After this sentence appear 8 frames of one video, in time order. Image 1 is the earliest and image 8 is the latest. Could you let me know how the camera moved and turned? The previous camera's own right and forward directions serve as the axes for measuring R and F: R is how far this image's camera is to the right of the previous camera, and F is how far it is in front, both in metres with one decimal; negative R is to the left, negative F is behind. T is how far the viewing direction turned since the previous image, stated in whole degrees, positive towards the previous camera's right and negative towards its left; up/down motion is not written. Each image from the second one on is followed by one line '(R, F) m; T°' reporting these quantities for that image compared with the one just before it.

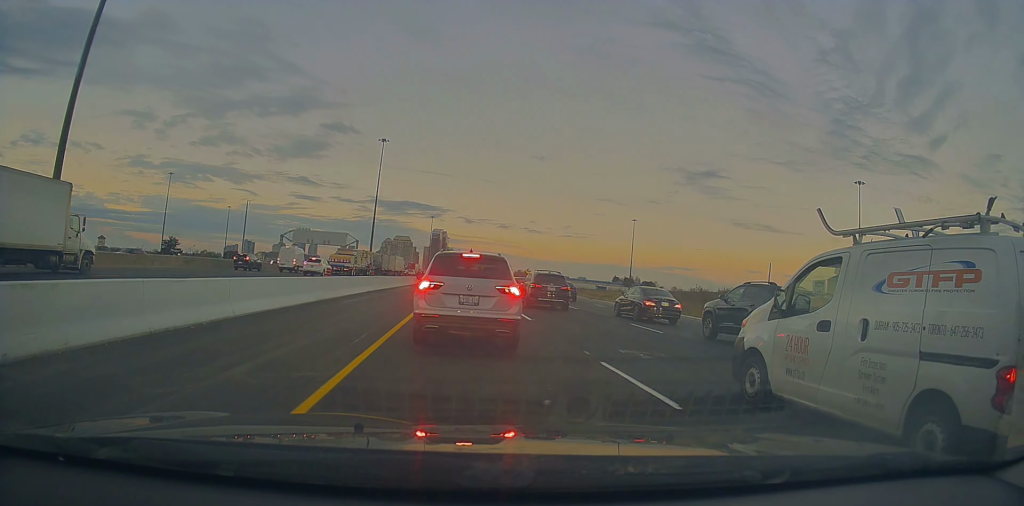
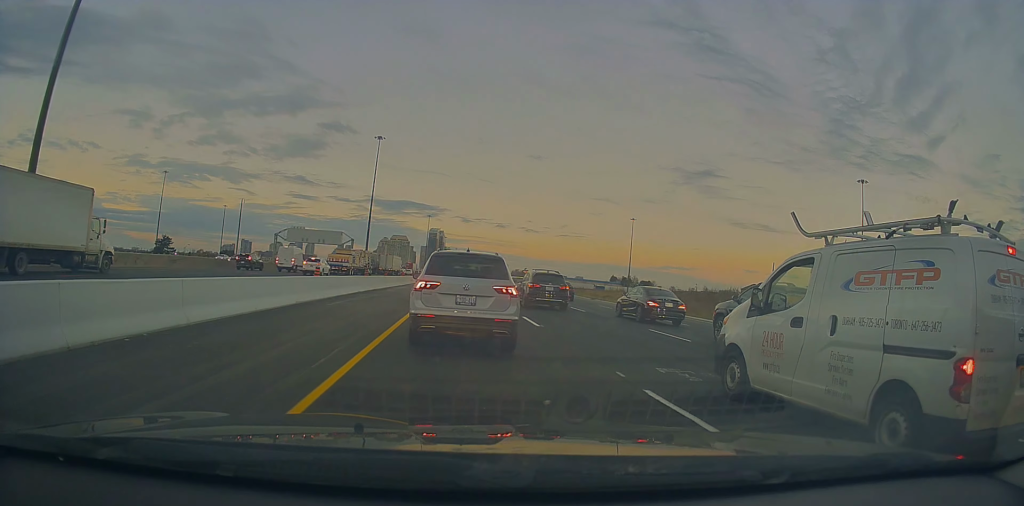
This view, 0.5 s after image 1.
(0.0, +2.4) m; +3°
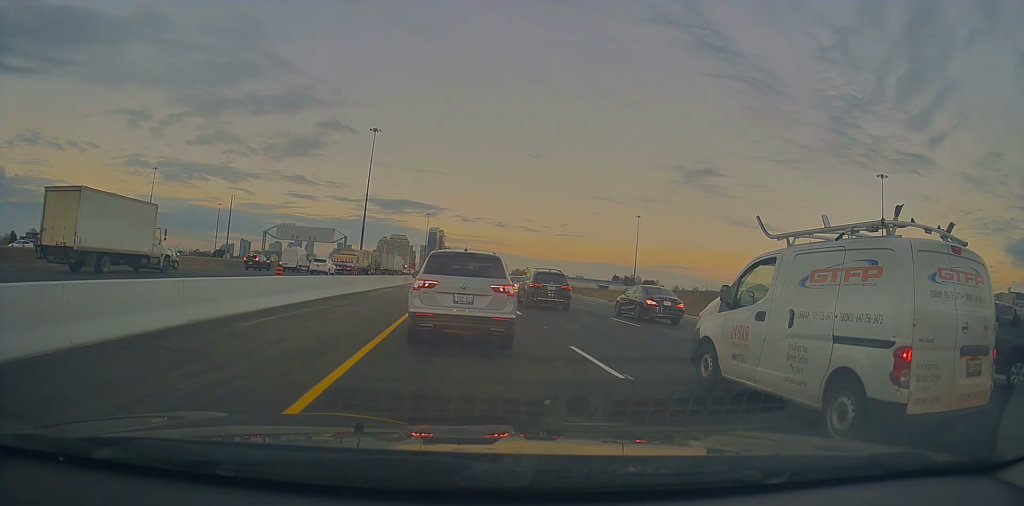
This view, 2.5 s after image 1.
(+0.2, +8.6) m; -1°
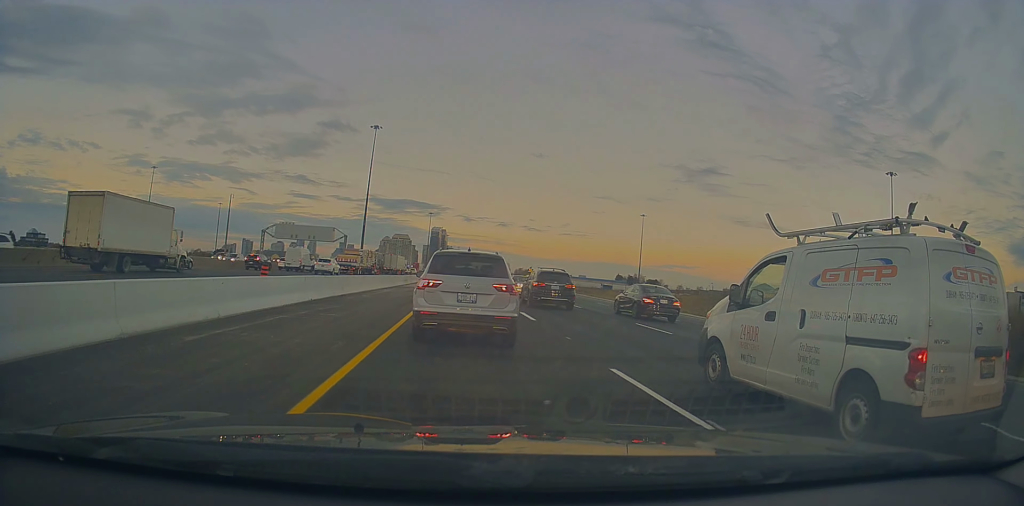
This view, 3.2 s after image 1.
(+0.1, +2.7) m; -1°
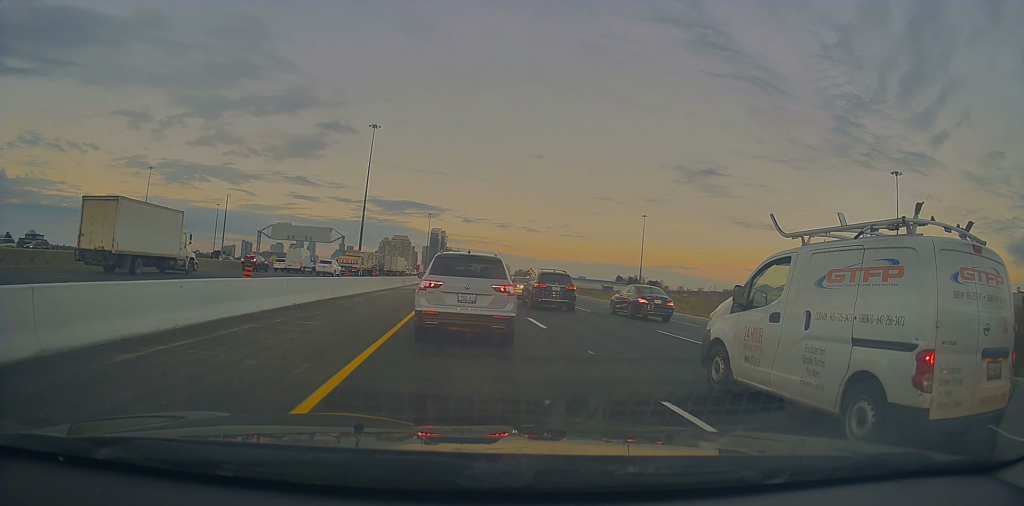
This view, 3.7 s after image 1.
(-0.1, +2.2) m; -2°
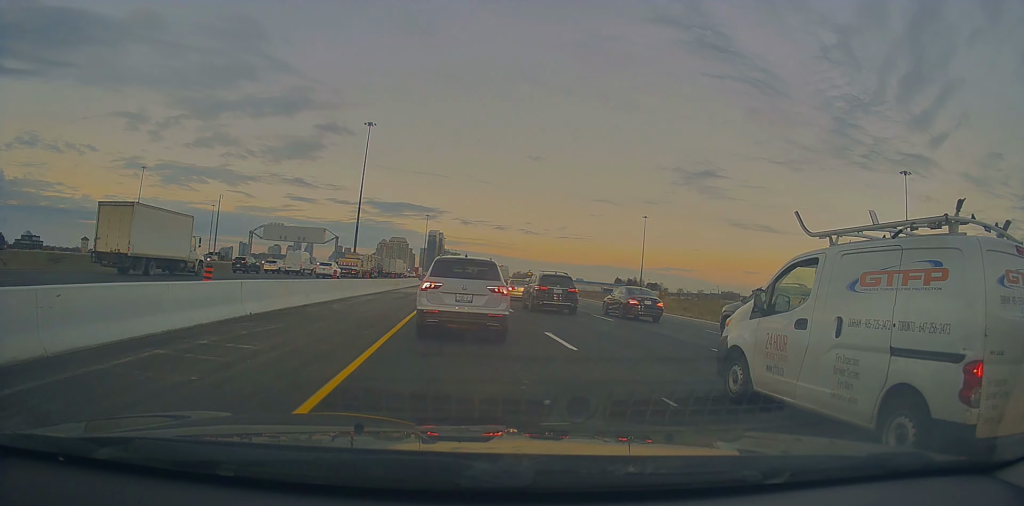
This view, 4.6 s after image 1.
(-0.2, +4.1) m; -1°
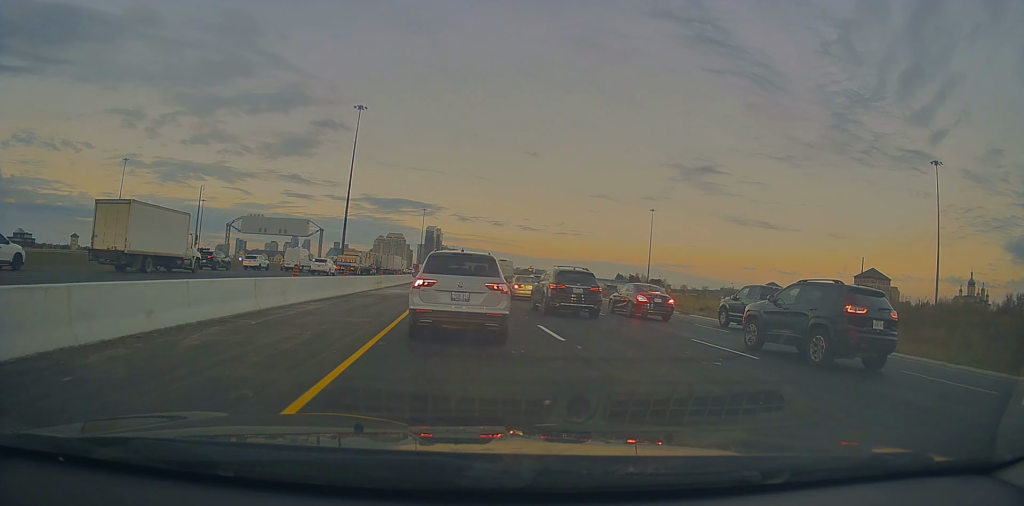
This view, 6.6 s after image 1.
(+1.0, +11.0) m; +4°
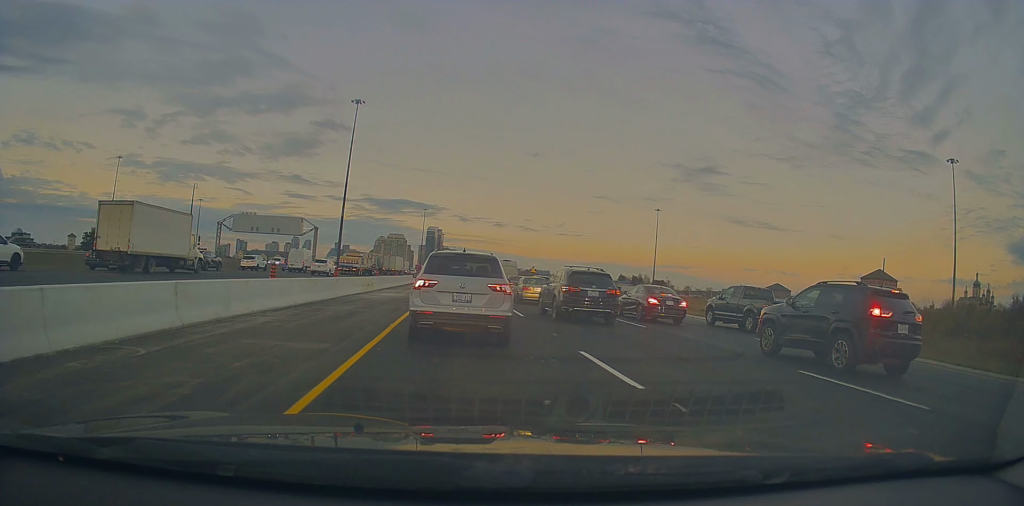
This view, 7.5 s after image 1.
(-0.4, +5.3) m; -3°
